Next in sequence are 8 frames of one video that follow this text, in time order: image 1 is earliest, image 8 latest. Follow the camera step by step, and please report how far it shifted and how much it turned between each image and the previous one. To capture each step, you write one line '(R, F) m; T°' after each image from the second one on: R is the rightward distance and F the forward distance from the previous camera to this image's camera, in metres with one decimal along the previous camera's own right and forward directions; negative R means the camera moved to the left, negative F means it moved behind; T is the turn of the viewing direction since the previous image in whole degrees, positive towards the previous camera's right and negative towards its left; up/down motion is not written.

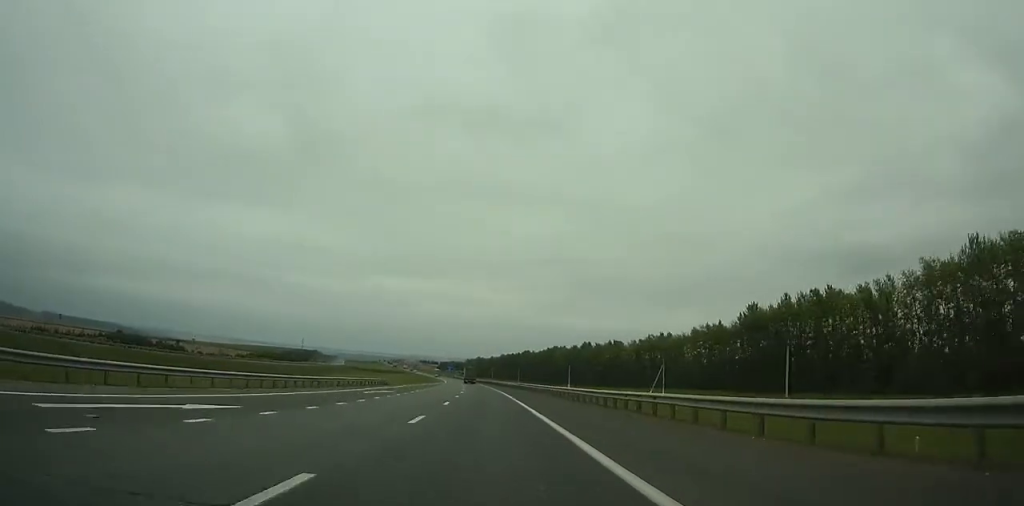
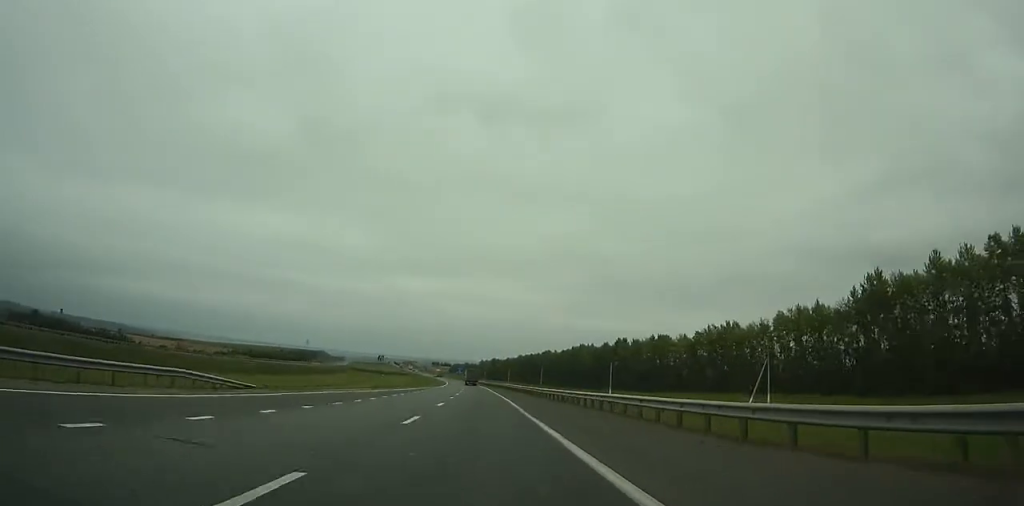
(-0.3, +46.8) m; -1°
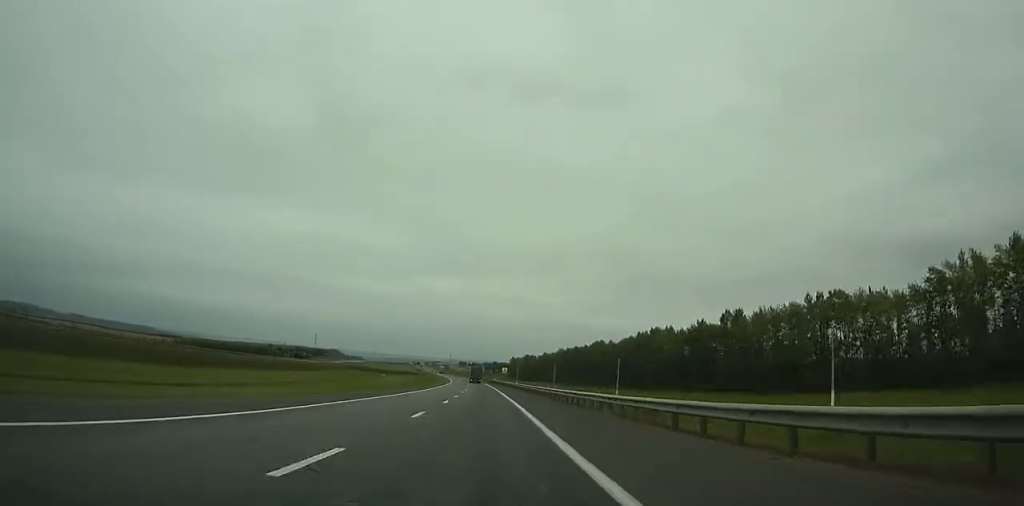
(-2.5, +93.4) m; -3°
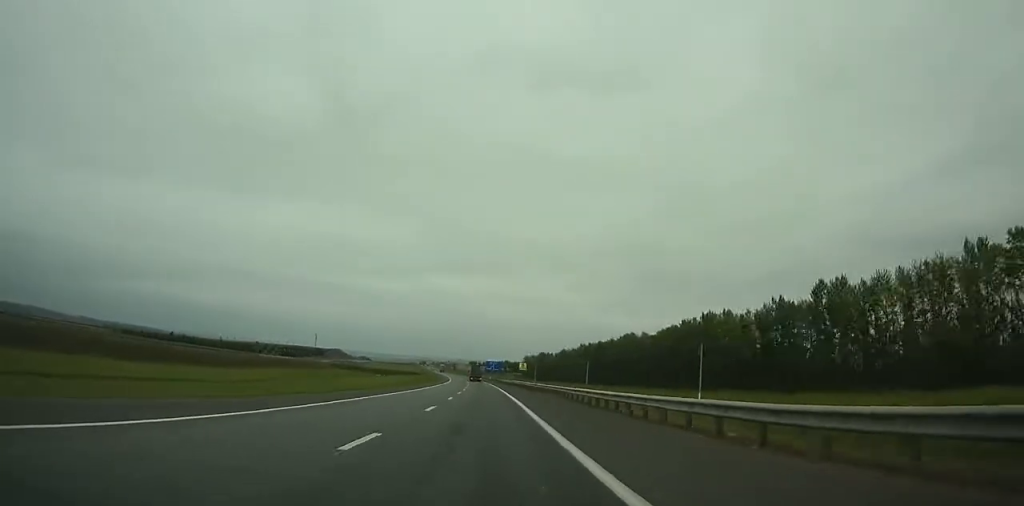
(-0.8, +44.3) m; -1°
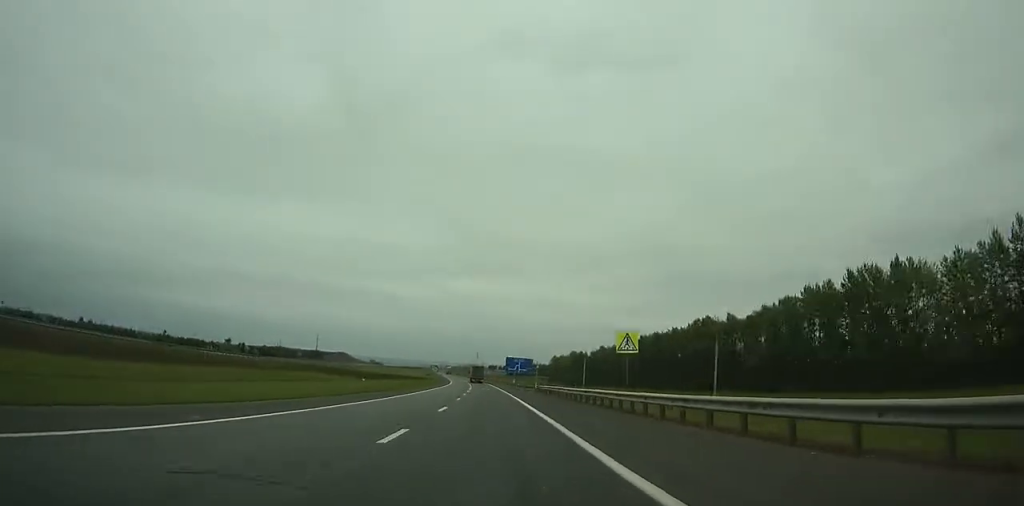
(-1.3, +68.7) m; -2°
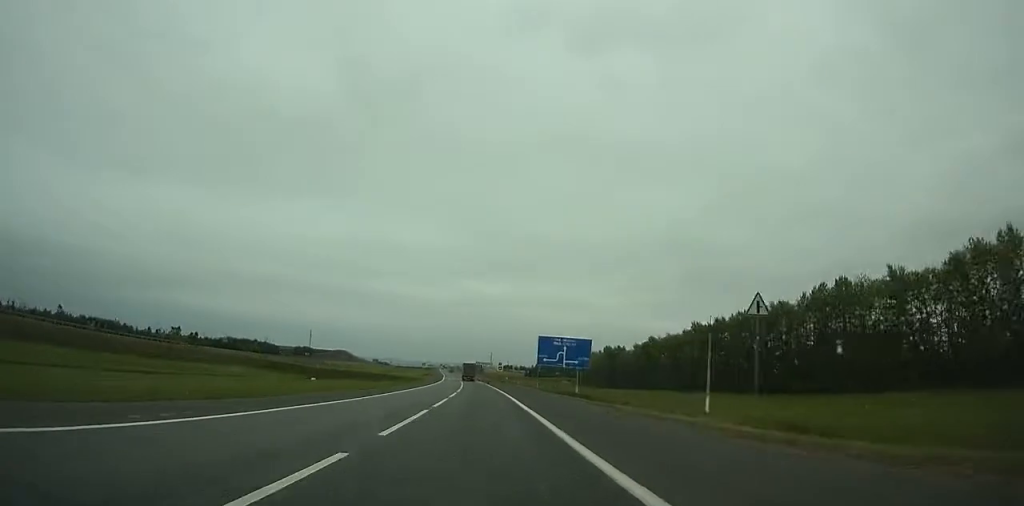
(-1.1, +68.5) m; -2°
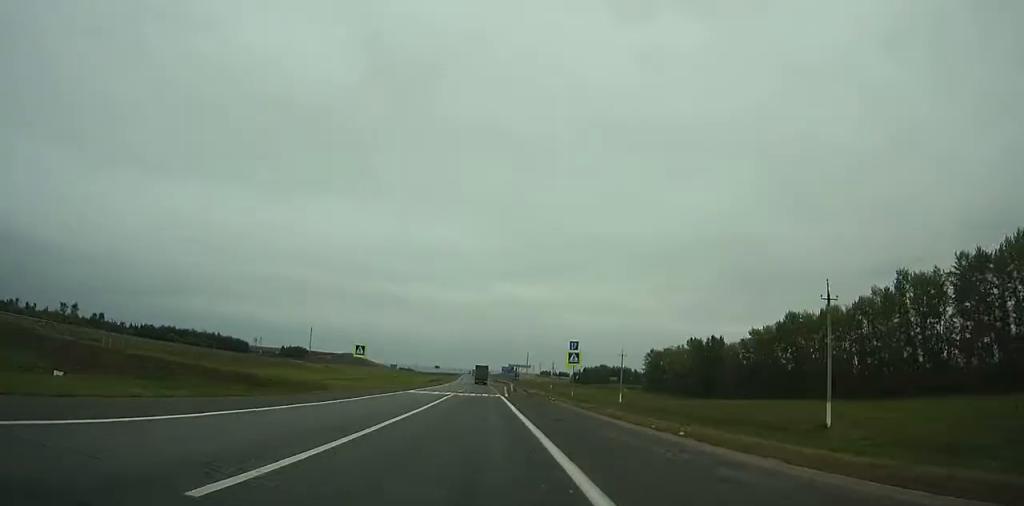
(-1.5, +89.9) m; -2°
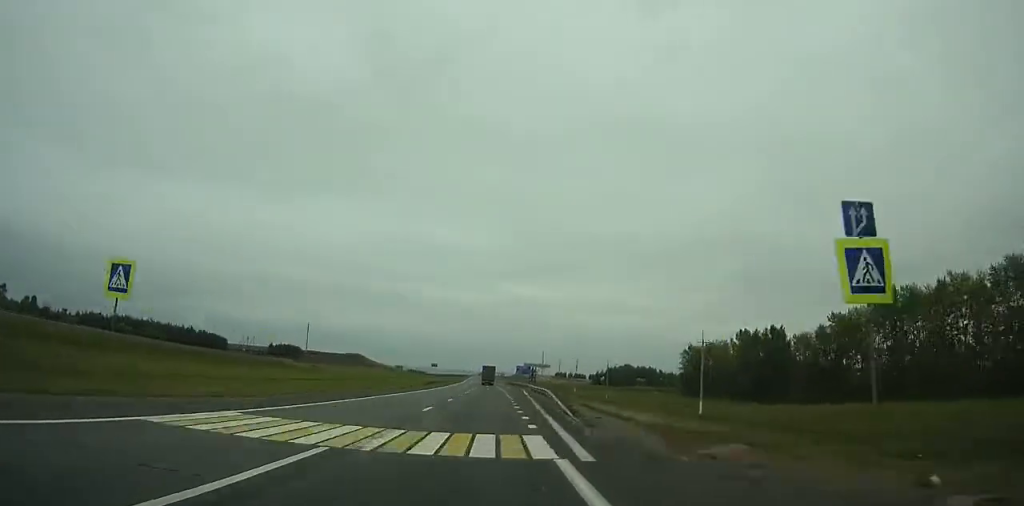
(-0.4, +36.3) m; -1°
